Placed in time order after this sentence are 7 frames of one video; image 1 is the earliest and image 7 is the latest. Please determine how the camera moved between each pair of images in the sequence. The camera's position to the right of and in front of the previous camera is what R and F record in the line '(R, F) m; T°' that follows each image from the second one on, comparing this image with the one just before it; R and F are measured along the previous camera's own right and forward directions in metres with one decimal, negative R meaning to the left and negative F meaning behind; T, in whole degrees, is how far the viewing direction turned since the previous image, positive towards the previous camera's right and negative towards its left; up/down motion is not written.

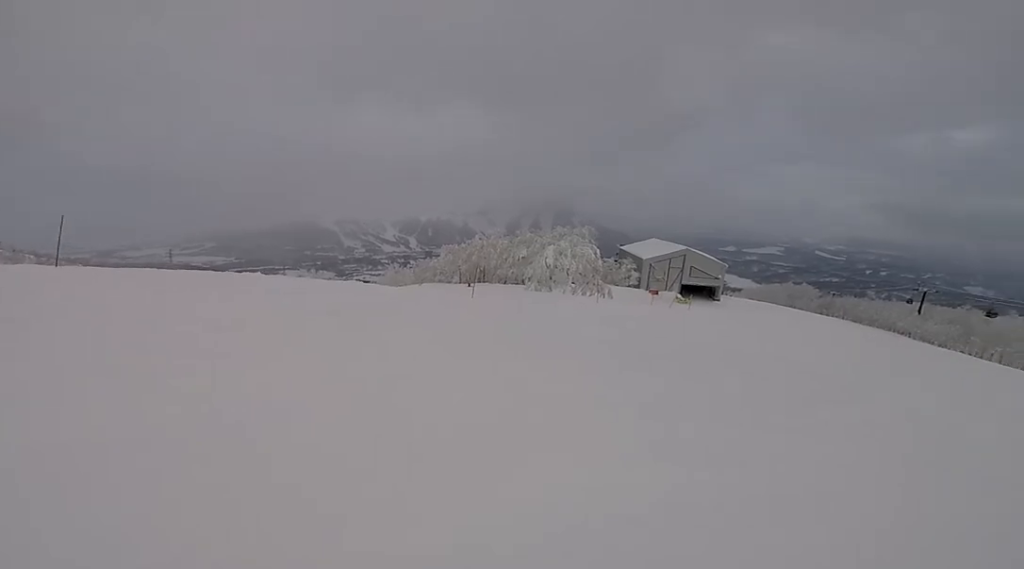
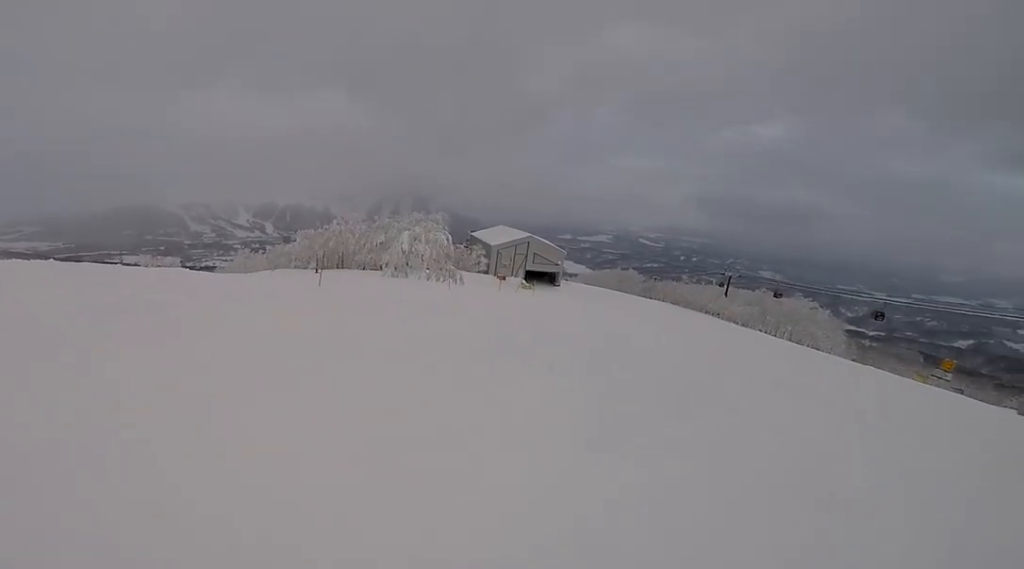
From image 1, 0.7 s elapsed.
(+0.2, +2.4) m; +9°
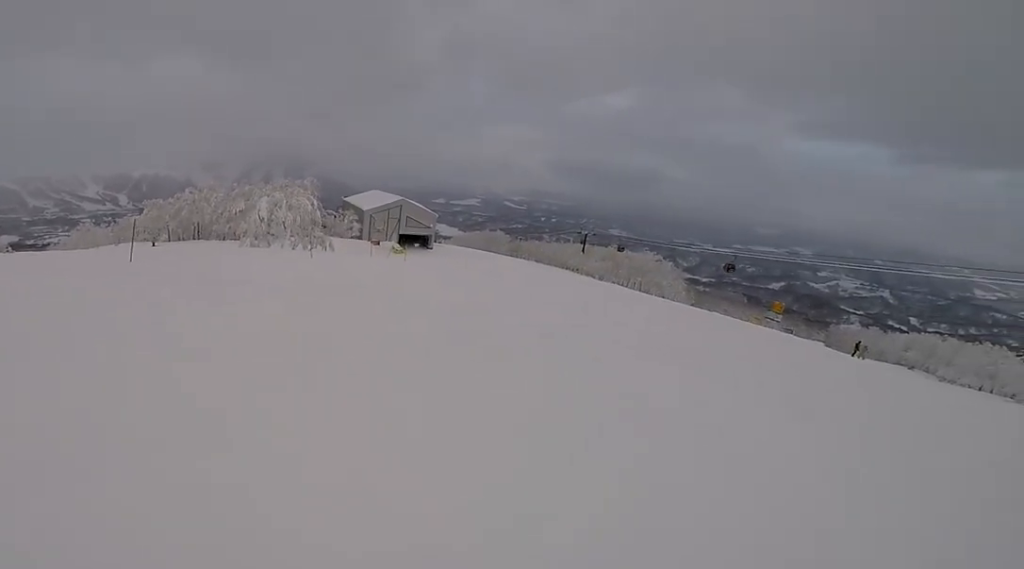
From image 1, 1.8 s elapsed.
(+0.4, +3.7) m; +1°
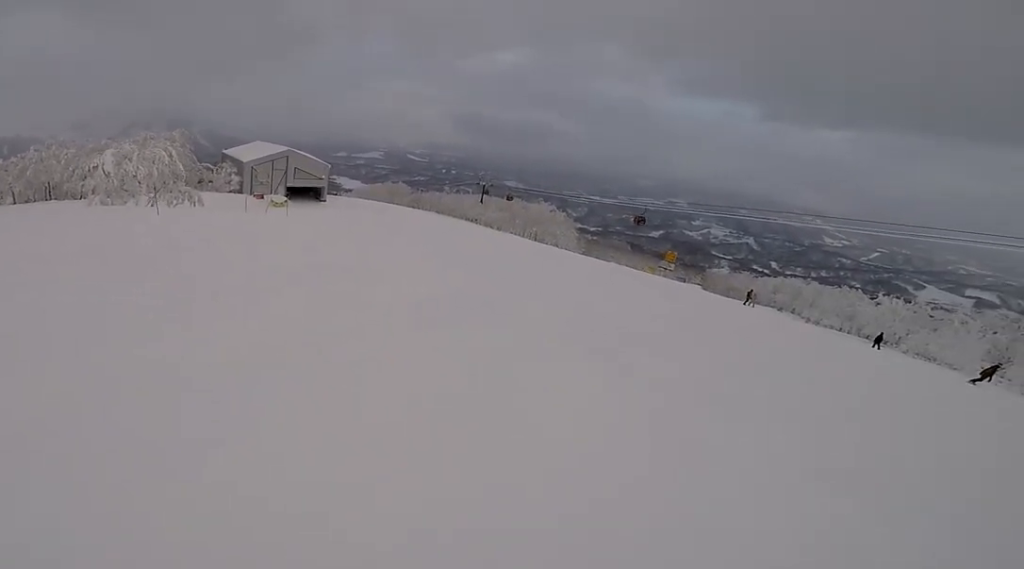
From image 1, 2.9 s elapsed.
(-0.3, +4.7) m; -5°
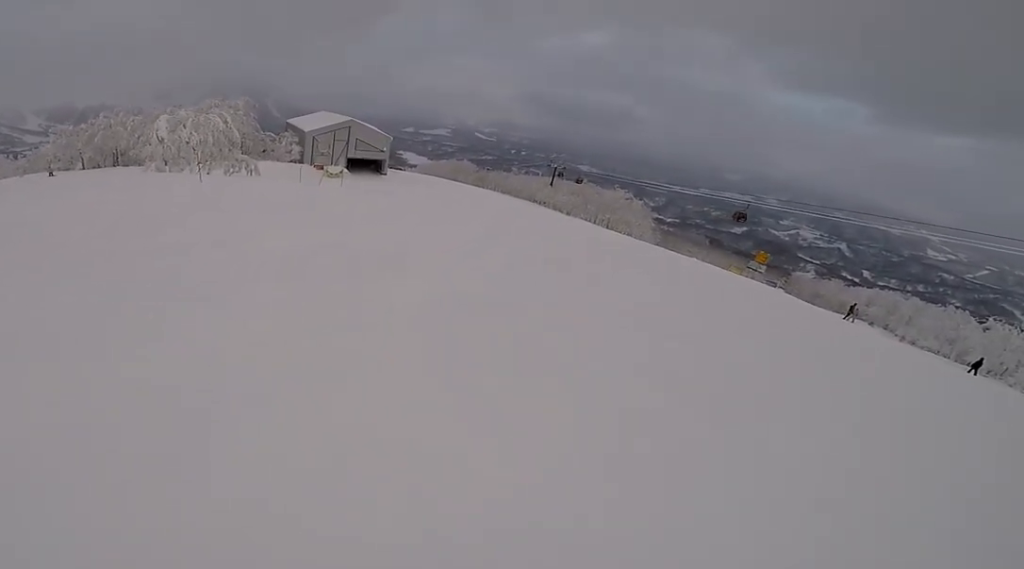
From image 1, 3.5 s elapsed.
(+0.3, +2.6) m; -2°
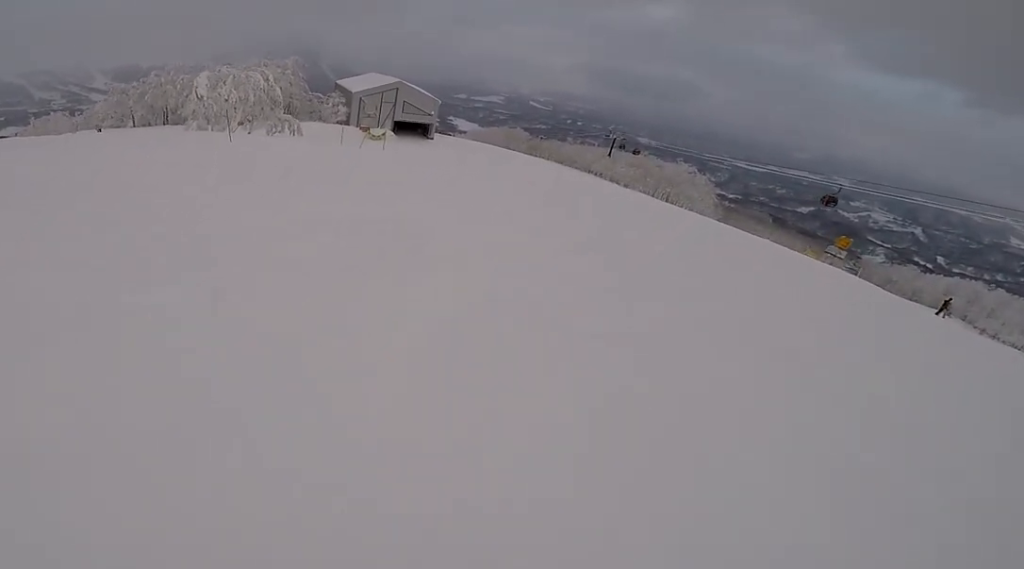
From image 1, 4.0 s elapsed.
(-0.5, +2.7) m; -1°
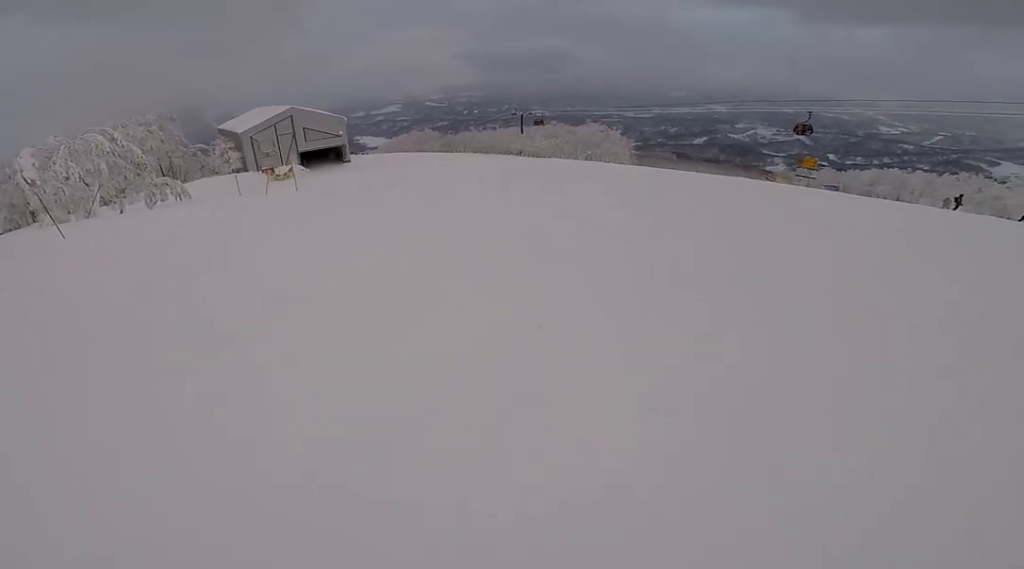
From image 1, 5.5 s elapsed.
(+0.7, +8.1) m; +25°
